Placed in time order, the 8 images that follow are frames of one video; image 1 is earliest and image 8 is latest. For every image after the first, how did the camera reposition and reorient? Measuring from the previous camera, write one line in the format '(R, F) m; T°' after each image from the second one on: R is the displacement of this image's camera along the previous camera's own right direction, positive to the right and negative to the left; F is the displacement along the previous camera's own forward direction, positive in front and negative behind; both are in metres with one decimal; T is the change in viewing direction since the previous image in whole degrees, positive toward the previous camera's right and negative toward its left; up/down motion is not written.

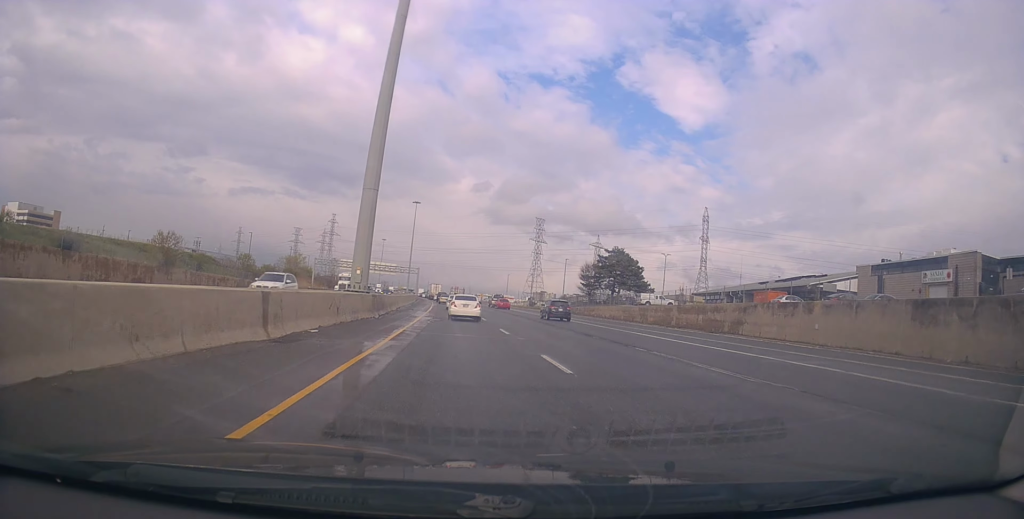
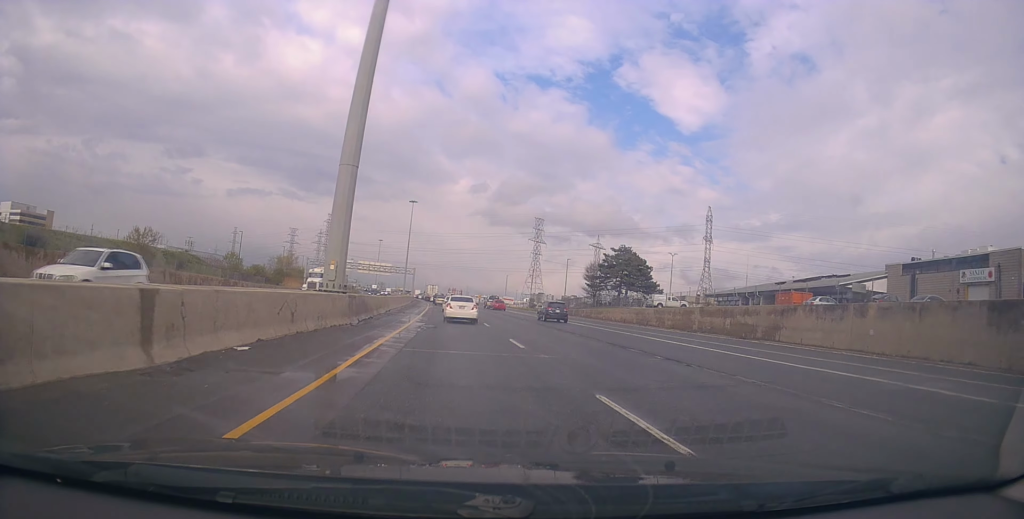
(+0.1, +5.3) m; -1°
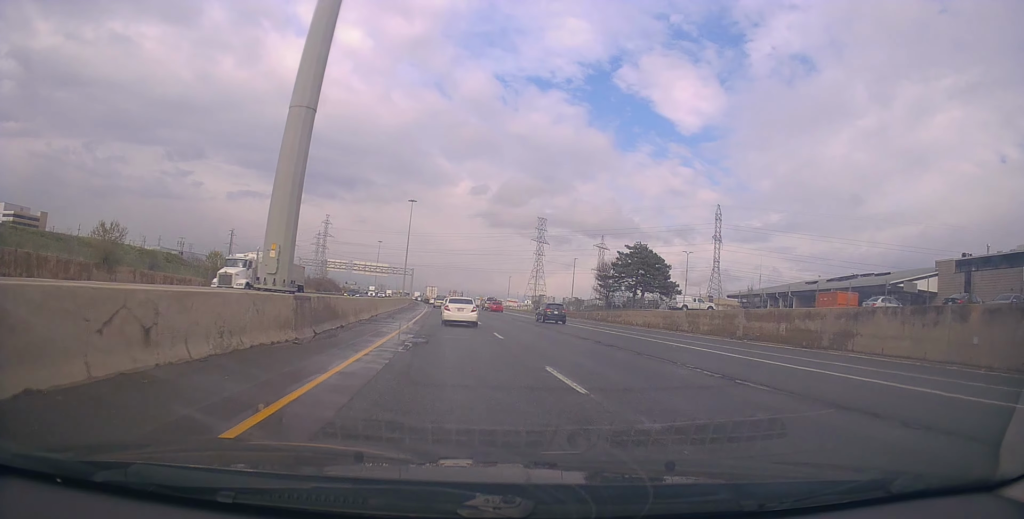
(-0.3, +6.8) m; 0°
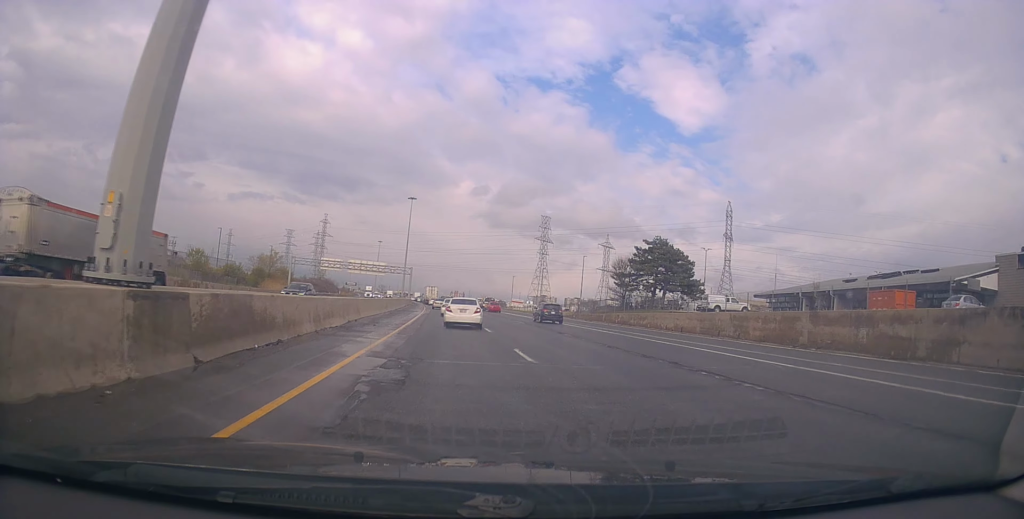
(0.0, +7.5) m; 0°
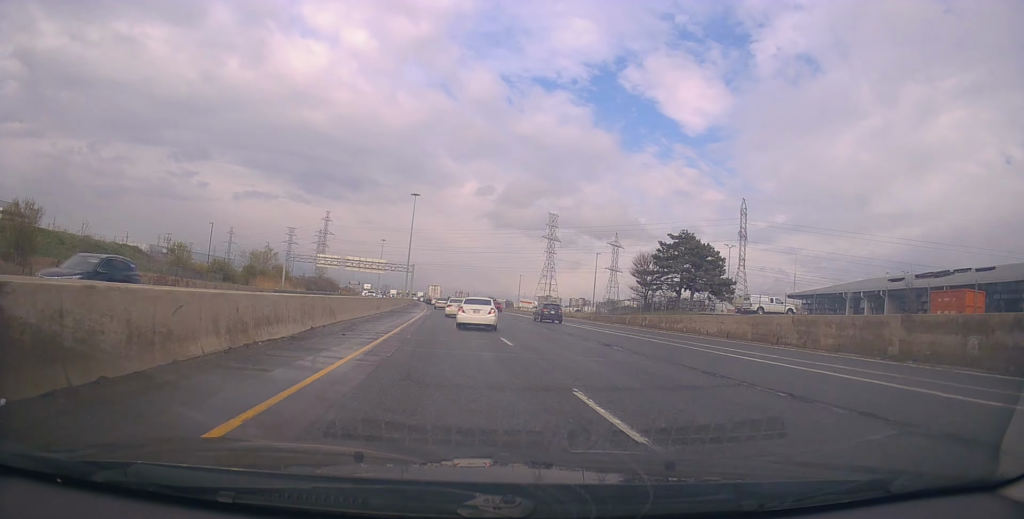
(+0.4, +6.8) m; 0°
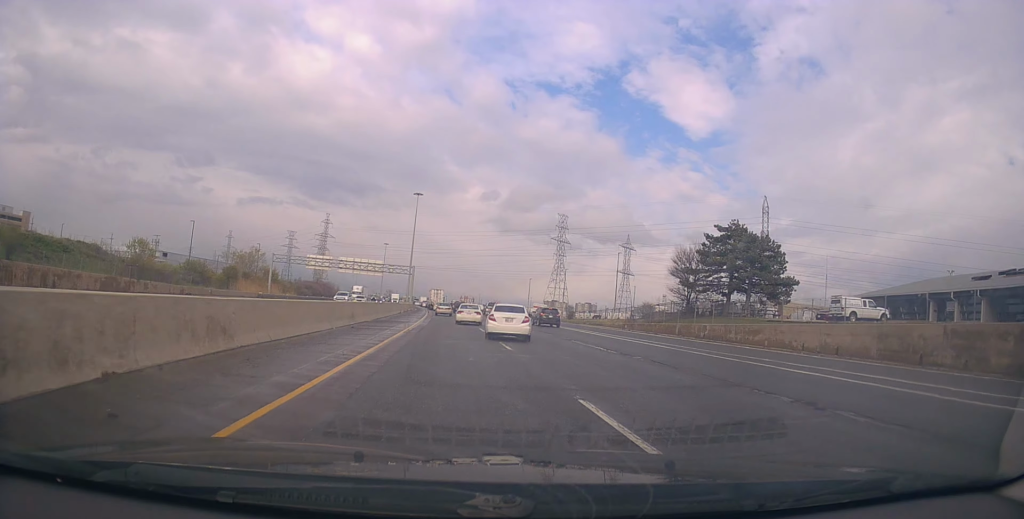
(-0.6, +11.3) m; -1°
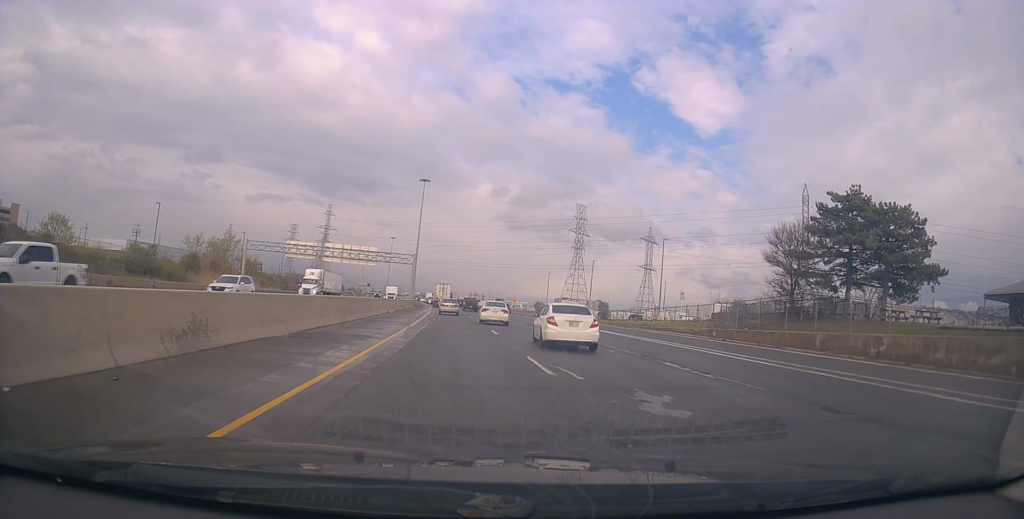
(+0.2, +17.5) m; -1°
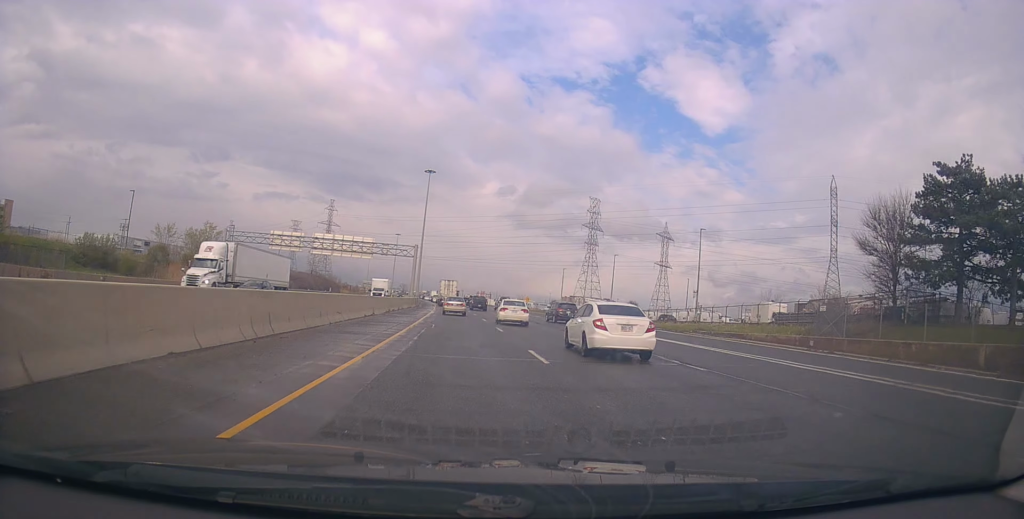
(-0.1, +10.7) m; -1°
